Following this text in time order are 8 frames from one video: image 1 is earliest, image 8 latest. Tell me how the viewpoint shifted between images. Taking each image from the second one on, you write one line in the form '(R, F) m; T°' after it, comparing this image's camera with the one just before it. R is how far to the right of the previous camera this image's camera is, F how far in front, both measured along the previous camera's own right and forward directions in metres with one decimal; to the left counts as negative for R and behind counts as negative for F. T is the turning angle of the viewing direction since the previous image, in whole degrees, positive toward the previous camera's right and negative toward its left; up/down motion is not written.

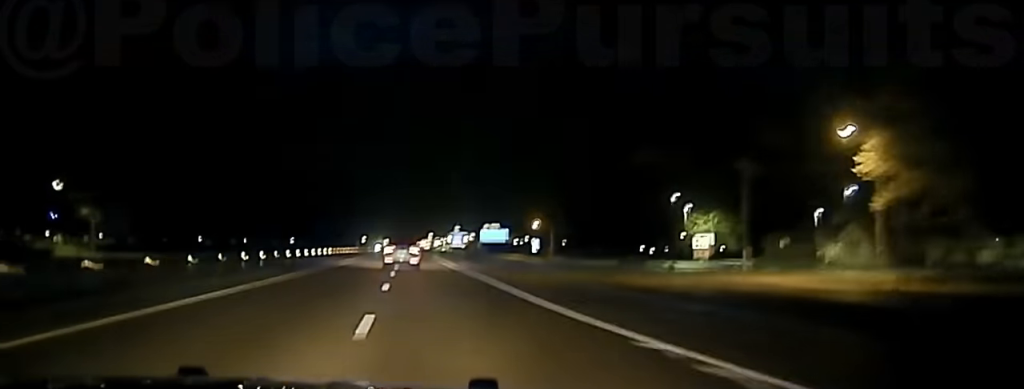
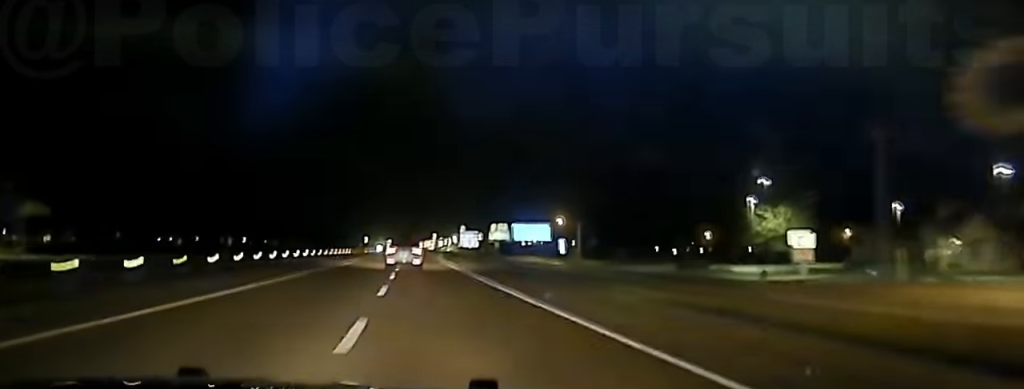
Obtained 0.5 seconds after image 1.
(-0.3, +25.6) m; 0°
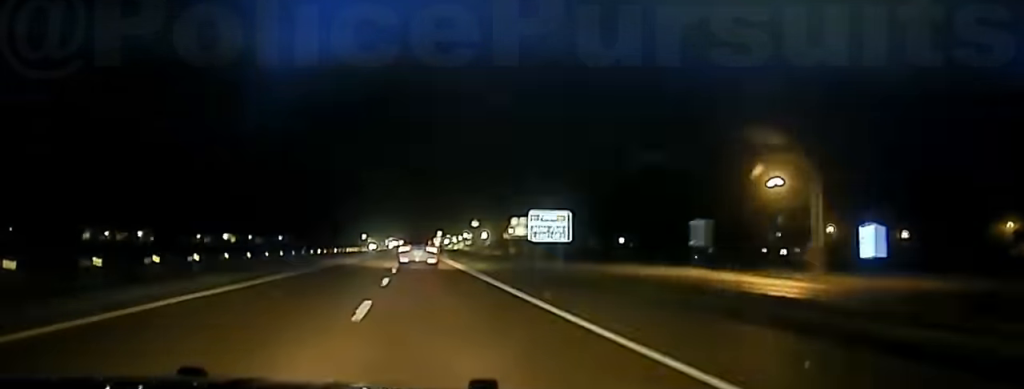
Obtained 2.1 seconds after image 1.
(-0.6, +89.8) m; -1°
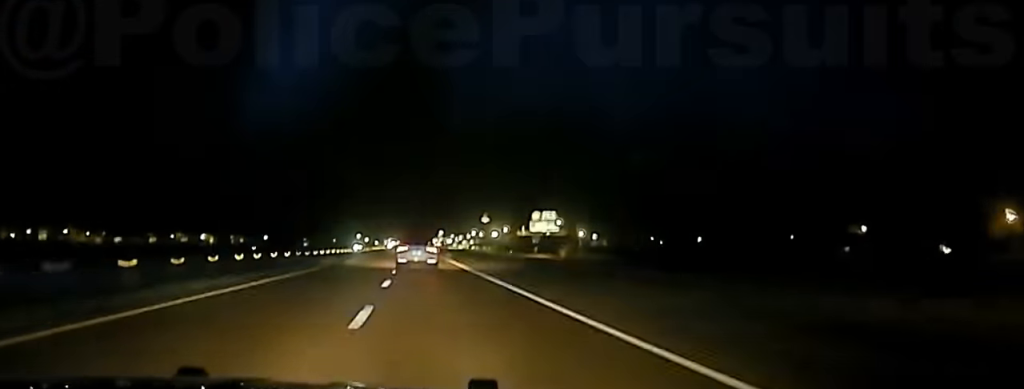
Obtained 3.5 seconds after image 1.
(-0.2, +74.0) m; 0°
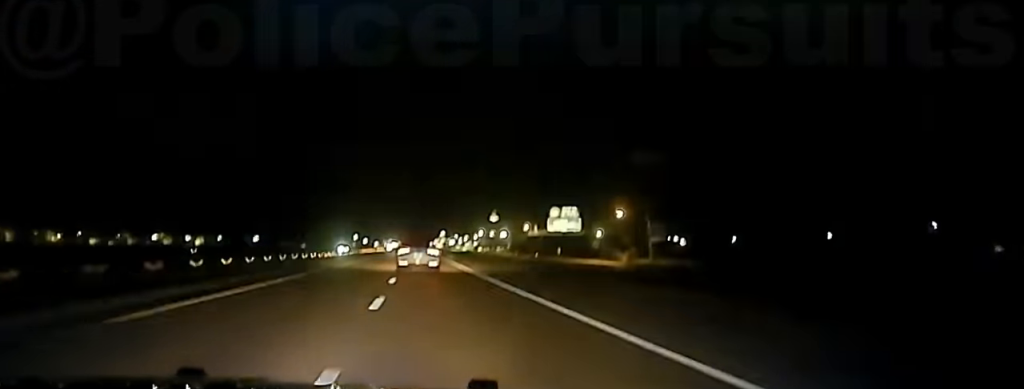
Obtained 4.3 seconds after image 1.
(+0.1, +41.9) m; 0°
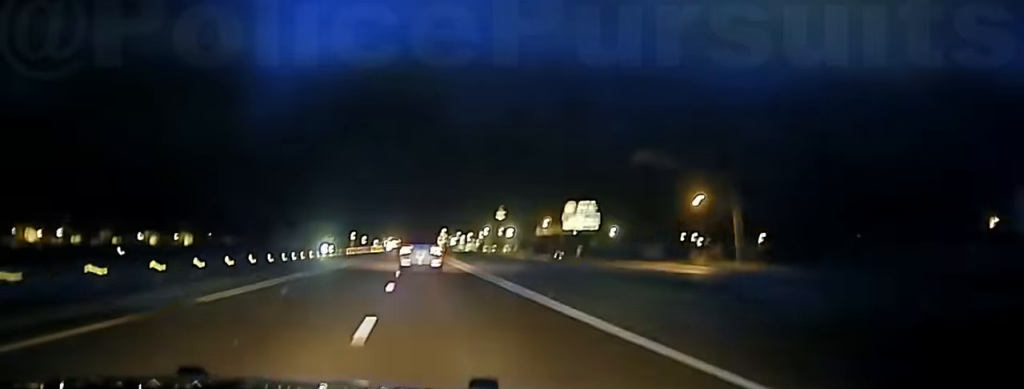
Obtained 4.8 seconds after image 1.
(0.0, +27.5) m; 0°
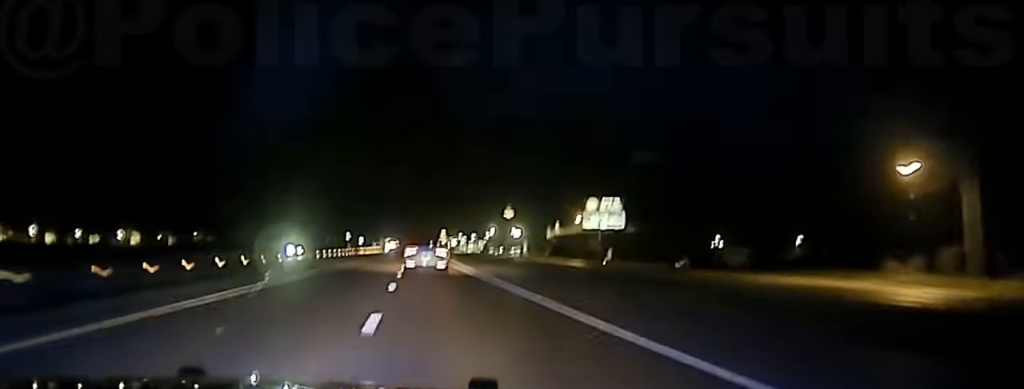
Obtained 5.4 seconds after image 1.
(0.0, +29.6) m; 0°
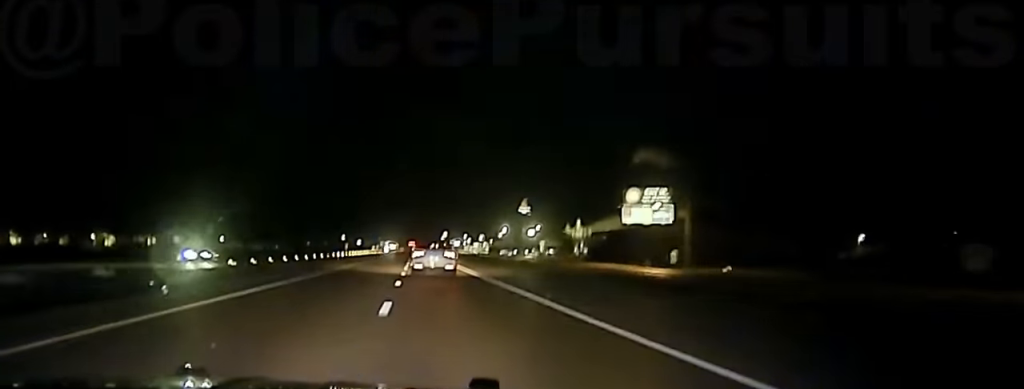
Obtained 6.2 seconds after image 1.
(+0.1, +41.0) m; 0°
